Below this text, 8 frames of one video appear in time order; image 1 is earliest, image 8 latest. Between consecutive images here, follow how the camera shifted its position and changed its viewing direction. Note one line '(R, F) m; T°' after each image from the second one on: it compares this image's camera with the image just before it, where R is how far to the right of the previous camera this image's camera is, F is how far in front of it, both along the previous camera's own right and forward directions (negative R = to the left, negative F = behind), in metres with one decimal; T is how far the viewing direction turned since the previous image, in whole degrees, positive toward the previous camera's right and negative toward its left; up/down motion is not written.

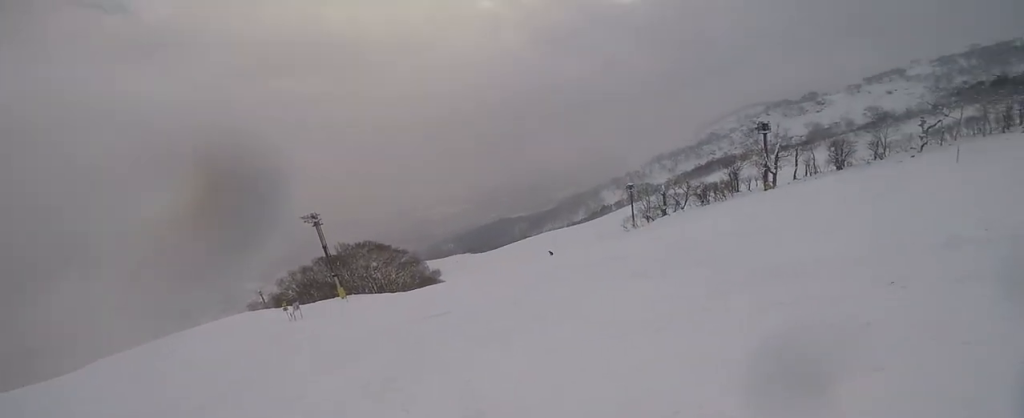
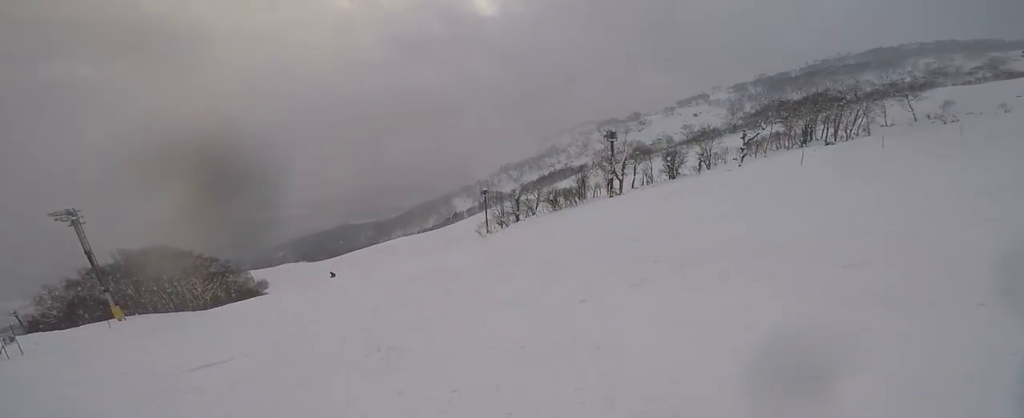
(+1.2, +6.1) m; +19°
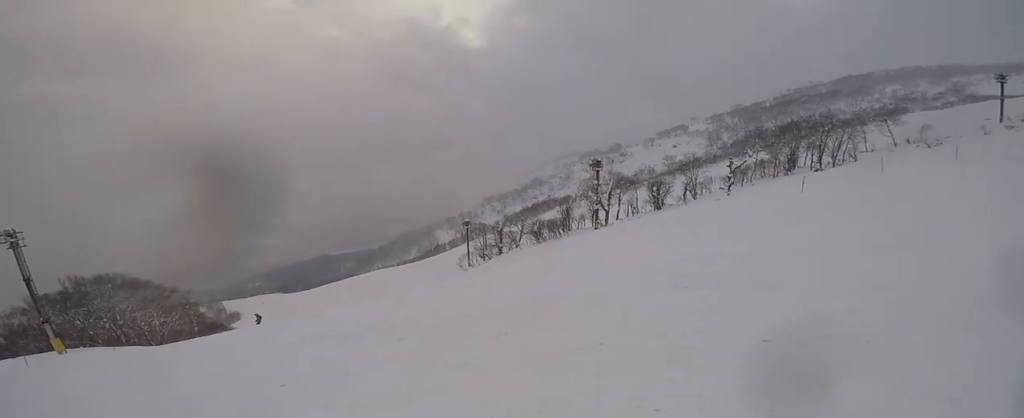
(+0.3, +3.5) m; +4°
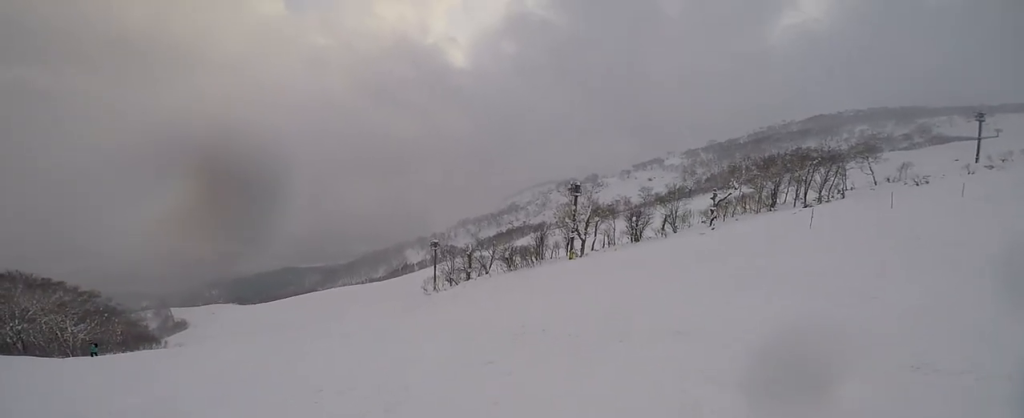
(+0.3, +6.3) m; -8°
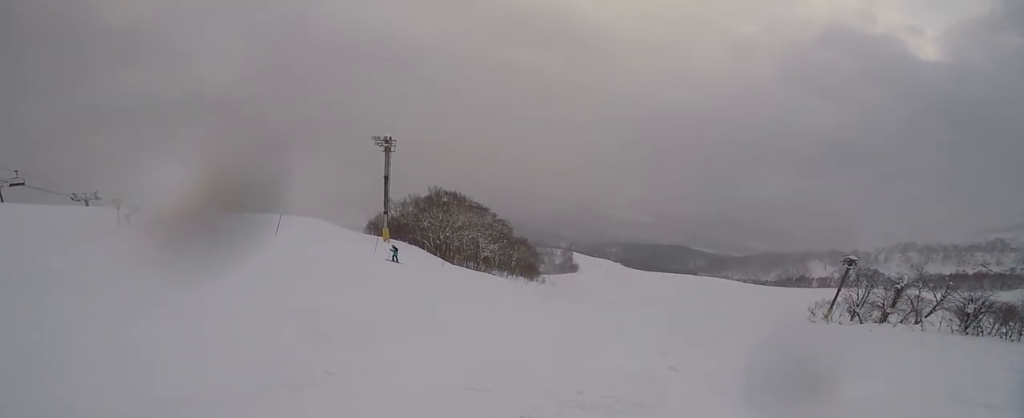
(-4.7, +9.5) m; -55°
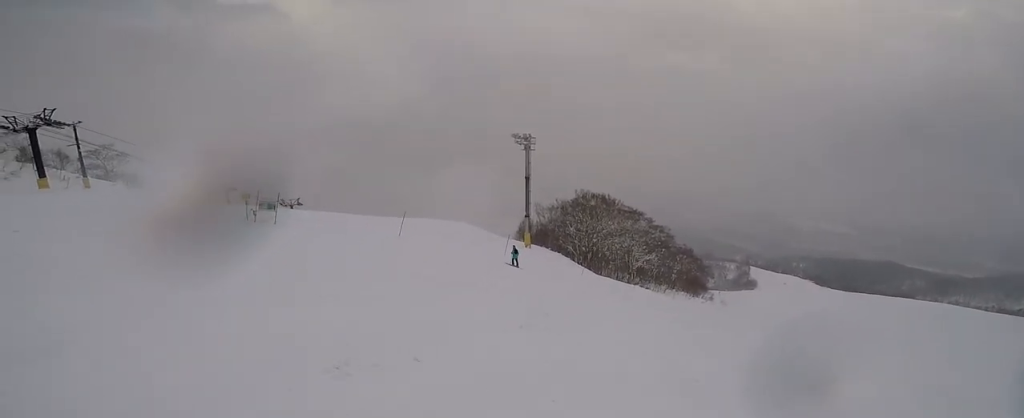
(-1.3, +5.9) m; -19°
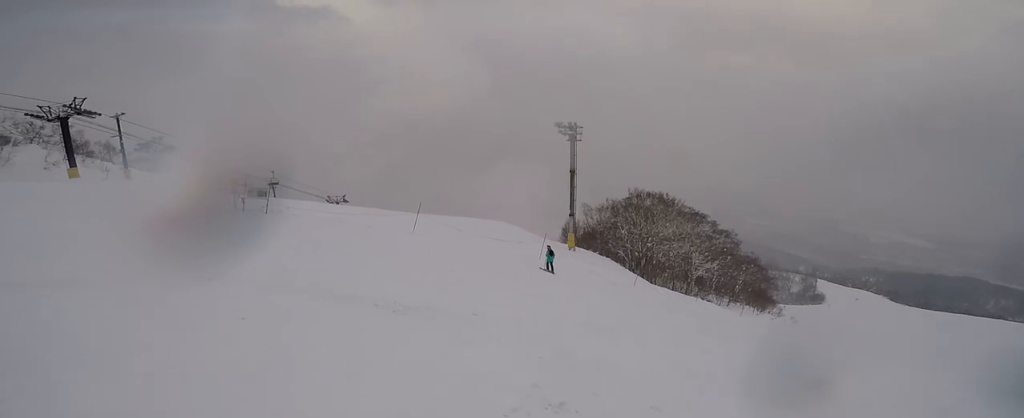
(-0.2, +4.3) m; -11°
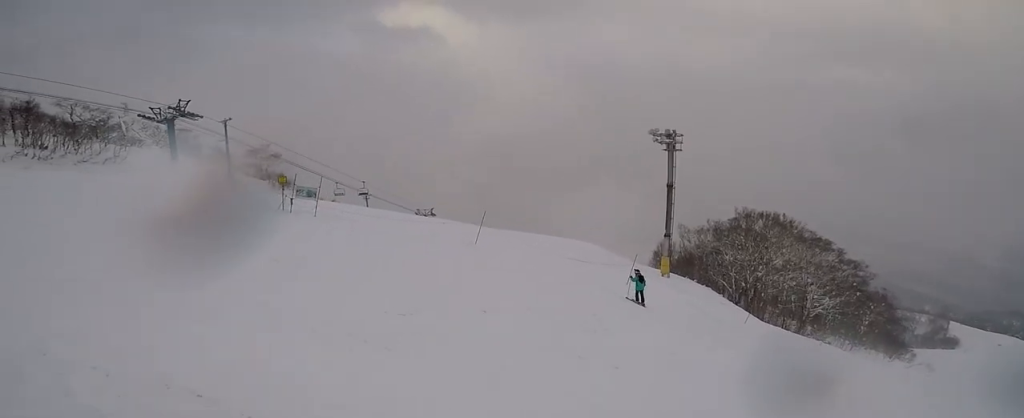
(-0.5, +3.1) m; -8°
